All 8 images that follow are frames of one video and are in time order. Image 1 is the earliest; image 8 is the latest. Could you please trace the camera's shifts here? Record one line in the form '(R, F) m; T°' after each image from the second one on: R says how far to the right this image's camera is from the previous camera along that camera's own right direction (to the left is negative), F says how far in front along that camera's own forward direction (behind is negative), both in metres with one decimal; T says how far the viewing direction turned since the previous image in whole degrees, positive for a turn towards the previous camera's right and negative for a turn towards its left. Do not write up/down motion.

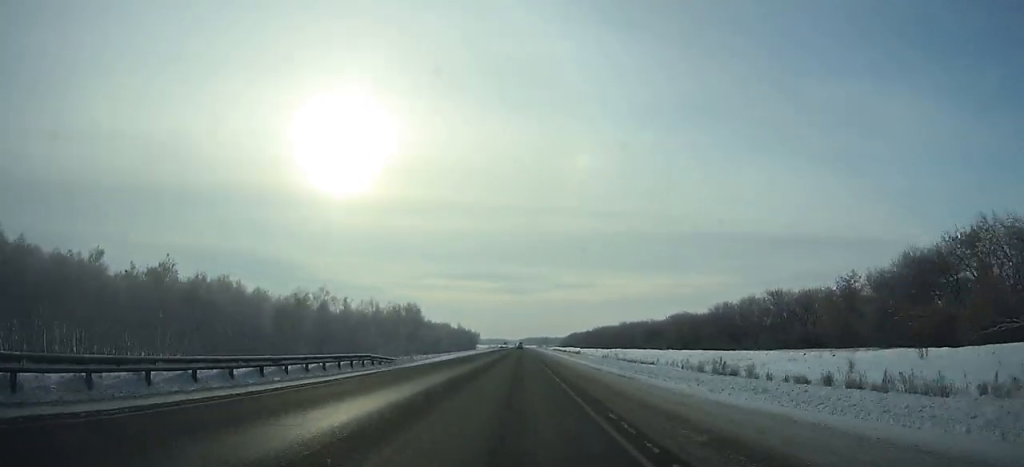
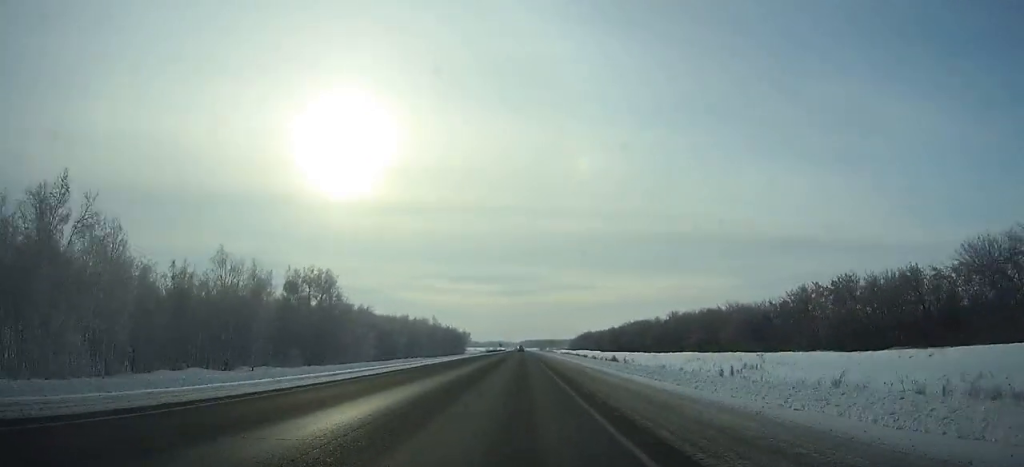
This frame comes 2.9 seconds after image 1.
(+0.2, +75.4) m; 0°
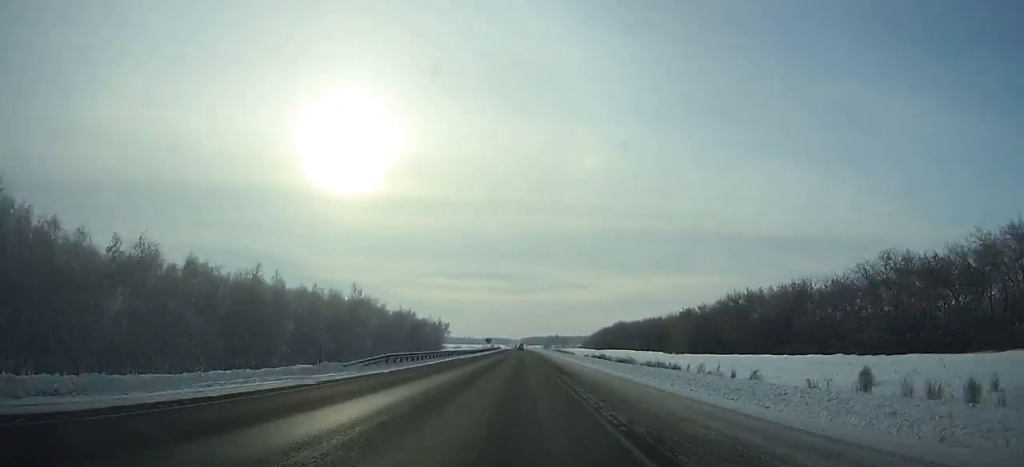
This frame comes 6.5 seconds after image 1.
(0.0, +94.4) m; 0°
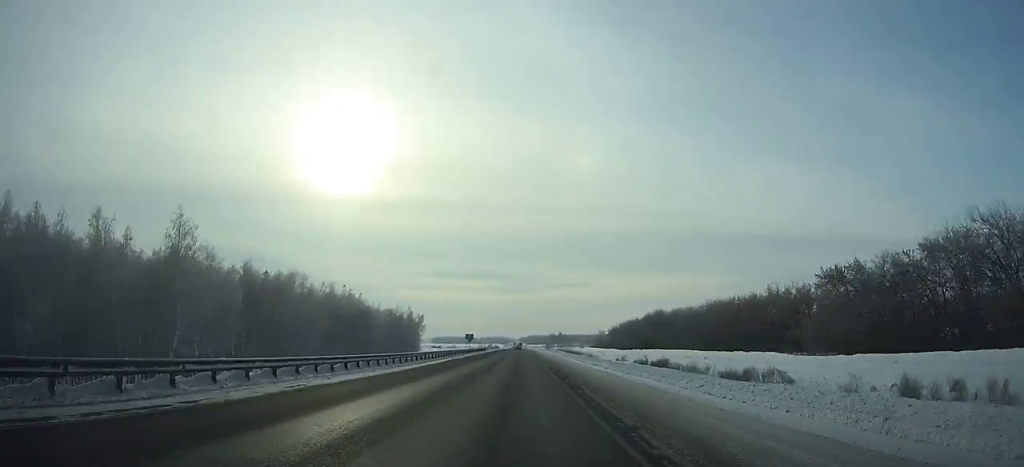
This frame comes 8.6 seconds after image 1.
(-0.1, +55.3) m; 0°
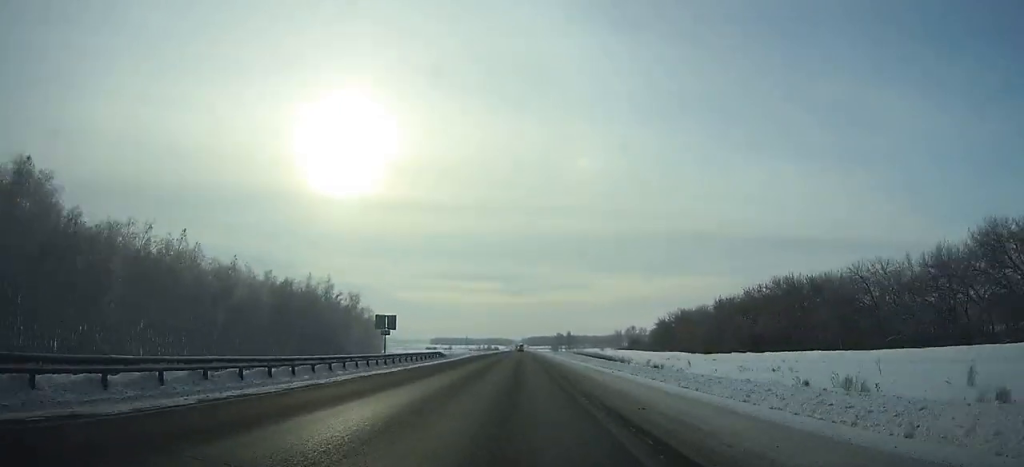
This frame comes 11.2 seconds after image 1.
(-0.2, +68.6) m; 0°
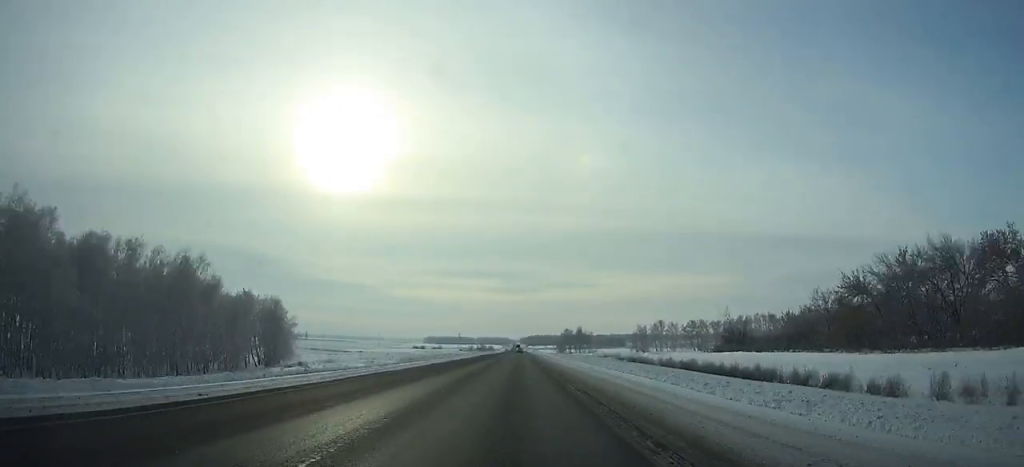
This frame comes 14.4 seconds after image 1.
(-0.1, +84.9) m; 0°
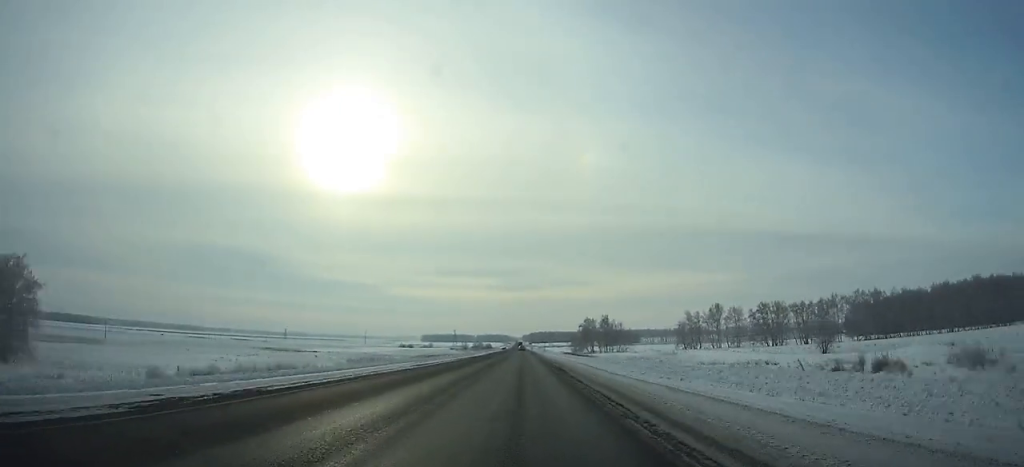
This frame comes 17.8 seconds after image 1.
(+0.1, +90.5) m; 0°
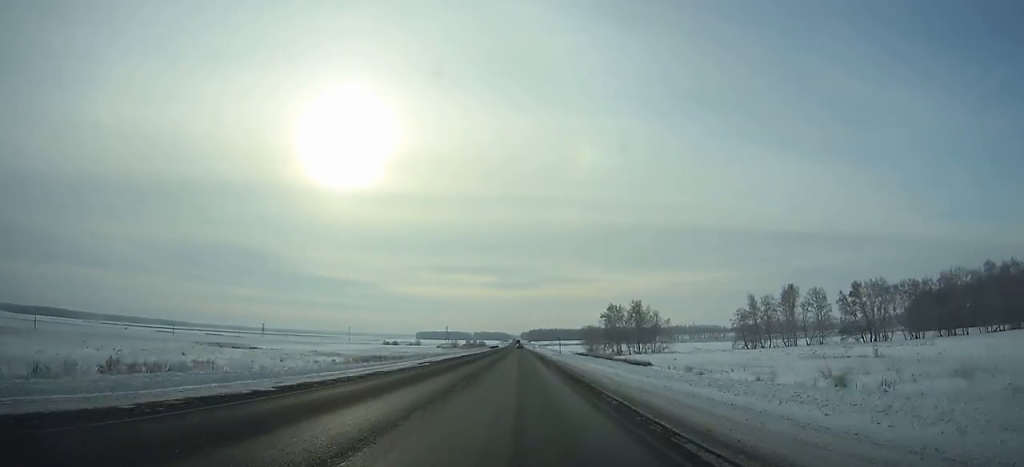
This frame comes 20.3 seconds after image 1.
(0.0, +66.5) m; 0°
